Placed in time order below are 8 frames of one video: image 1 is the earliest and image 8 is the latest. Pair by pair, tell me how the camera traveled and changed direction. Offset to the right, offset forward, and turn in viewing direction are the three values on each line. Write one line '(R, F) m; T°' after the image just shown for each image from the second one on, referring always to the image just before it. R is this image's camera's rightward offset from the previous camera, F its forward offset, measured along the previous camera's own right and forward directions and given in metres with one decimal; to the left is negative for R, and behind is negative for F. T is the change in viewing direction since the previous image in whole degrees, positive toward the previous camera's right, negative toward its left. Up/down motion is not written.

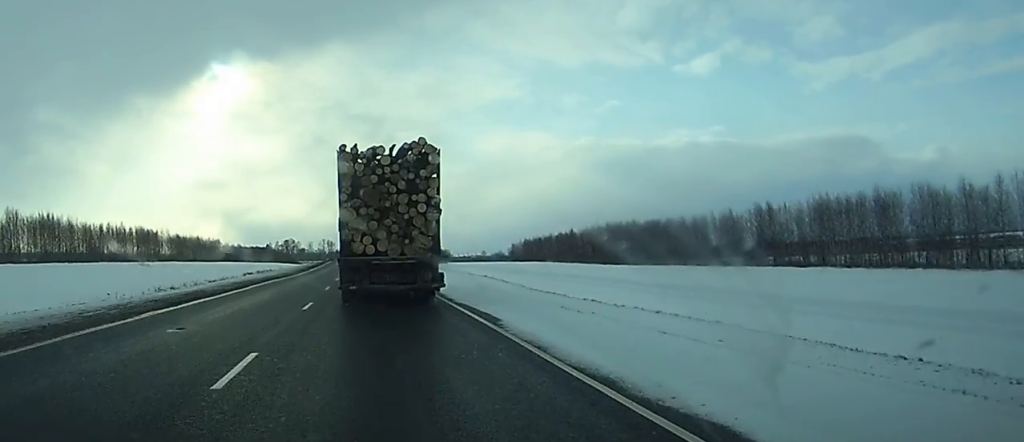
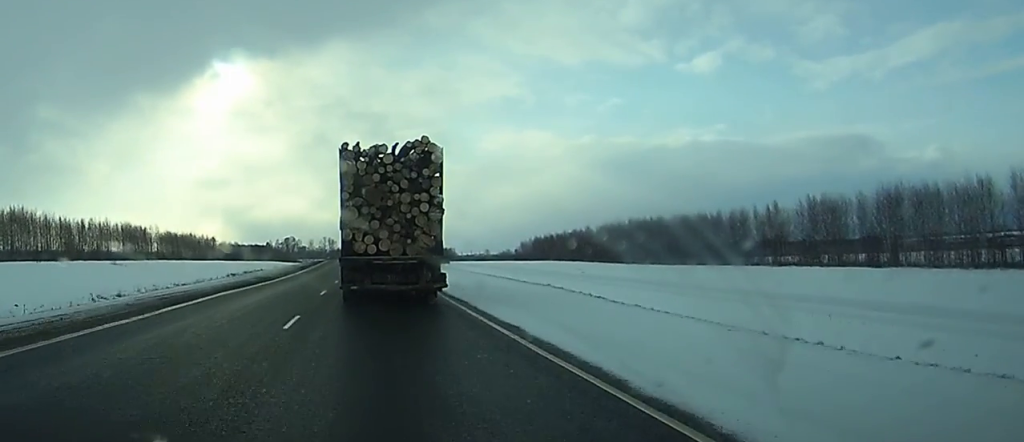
(-0.1, +17.5) m; 0°
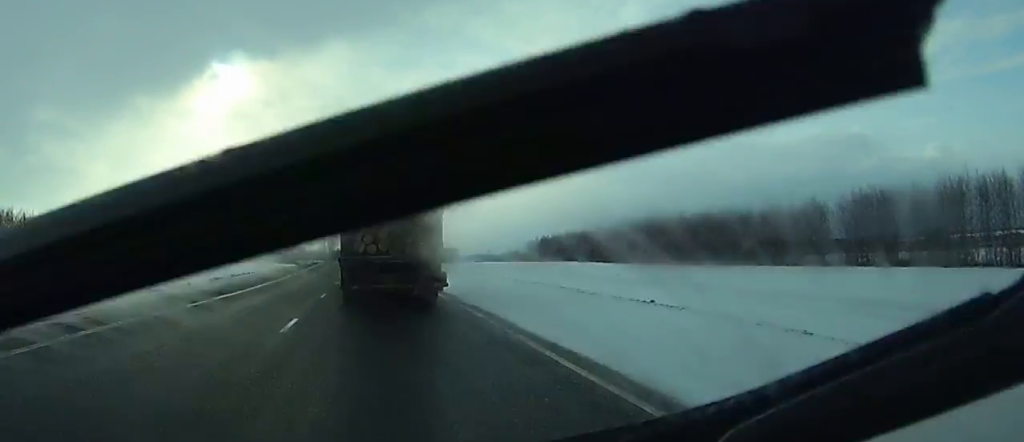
(0.0, +12.7) m; 0°
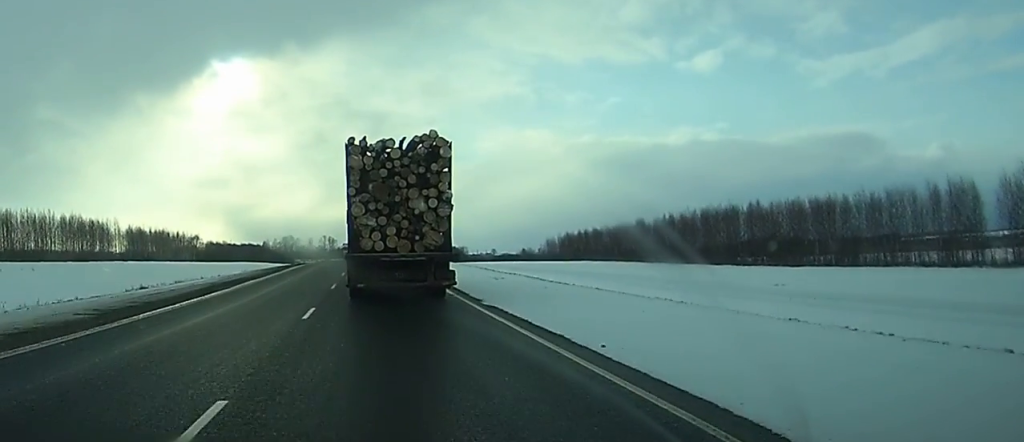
(-0.2, +33.8) m; 0°
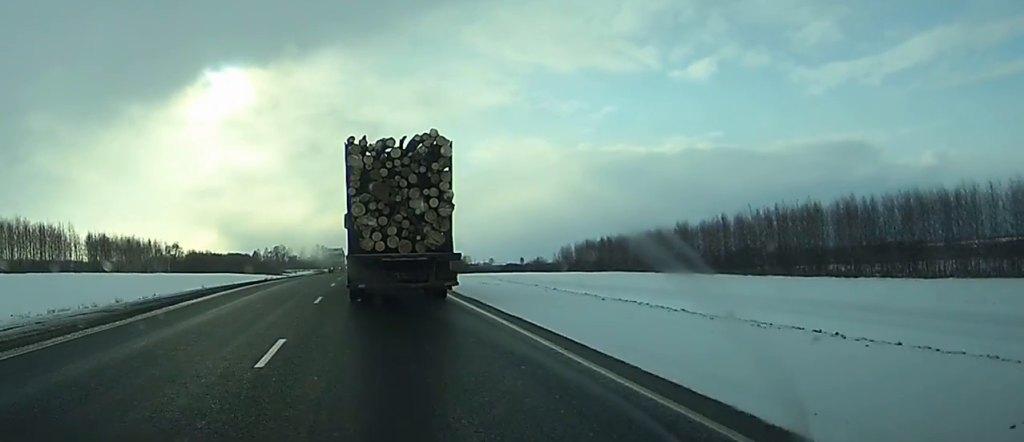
(+0.1, +30.8) m; 0°
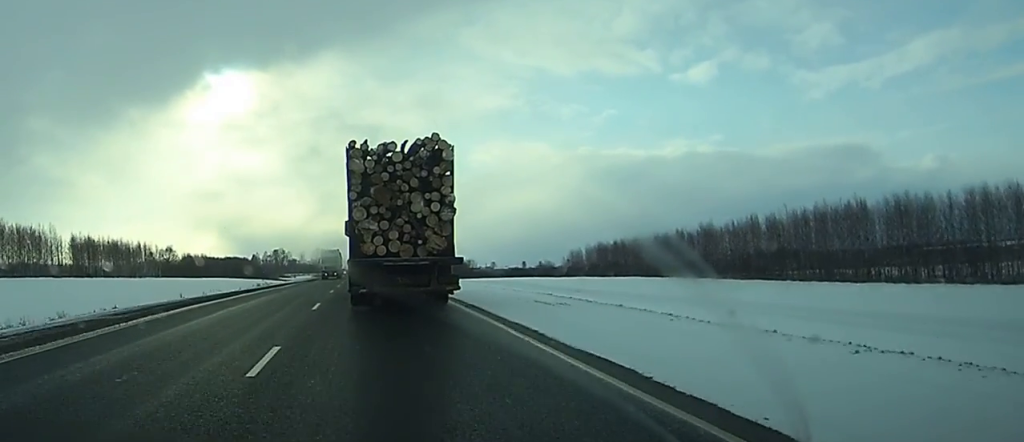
(0.0, +12.4) m; 0°
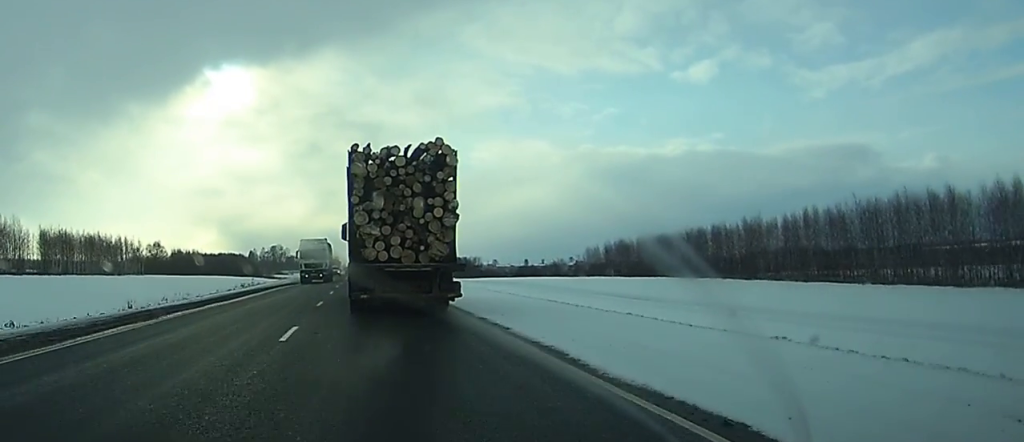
(+0.1, +19.6) m; 0°
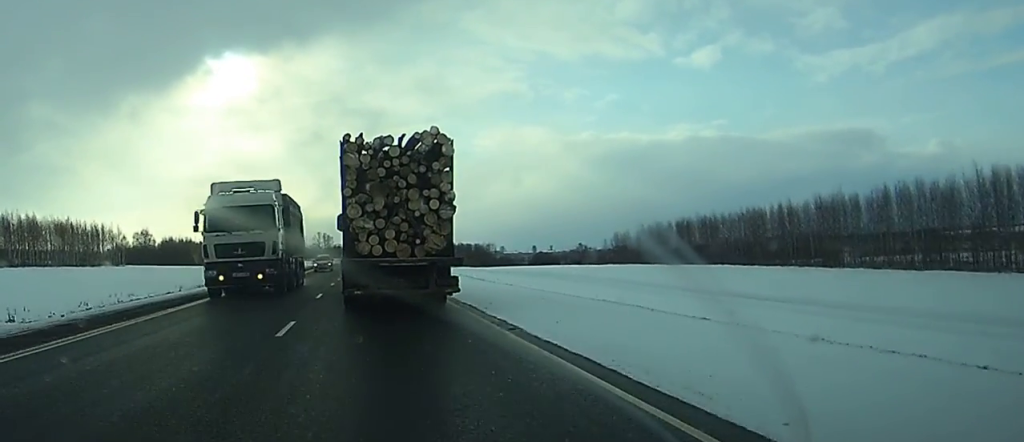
(+0.1, +23.7) m; 0°
